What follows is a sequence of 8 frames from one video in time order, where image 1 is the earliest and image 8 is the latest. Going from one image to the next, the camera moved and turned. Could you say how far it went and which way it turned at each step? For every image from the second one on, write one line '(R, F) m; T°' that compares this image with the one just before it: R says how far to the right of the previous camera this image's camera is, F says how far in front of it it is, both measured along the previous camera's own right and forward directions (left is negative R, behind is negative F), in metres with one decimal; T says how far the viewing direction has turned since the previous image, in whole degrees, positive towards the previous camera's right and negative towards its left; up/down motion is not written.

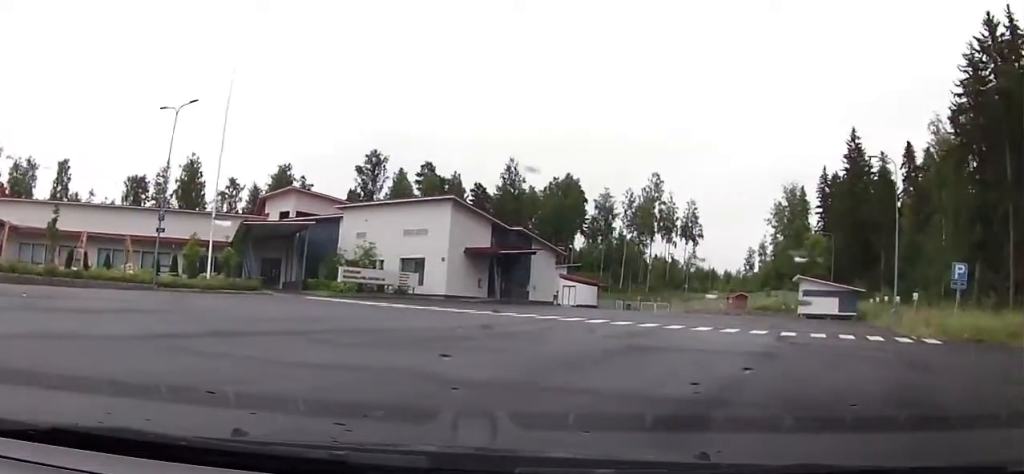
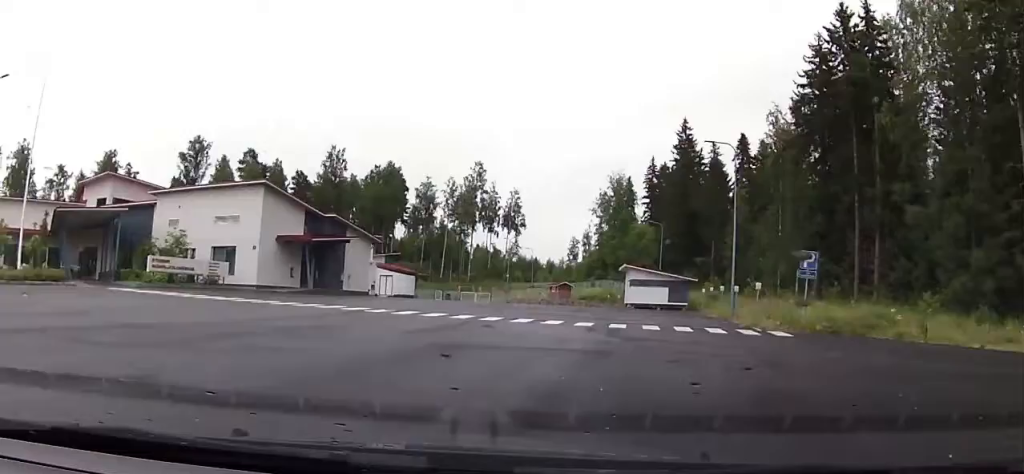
(-0.1, +2.2) m; +8°
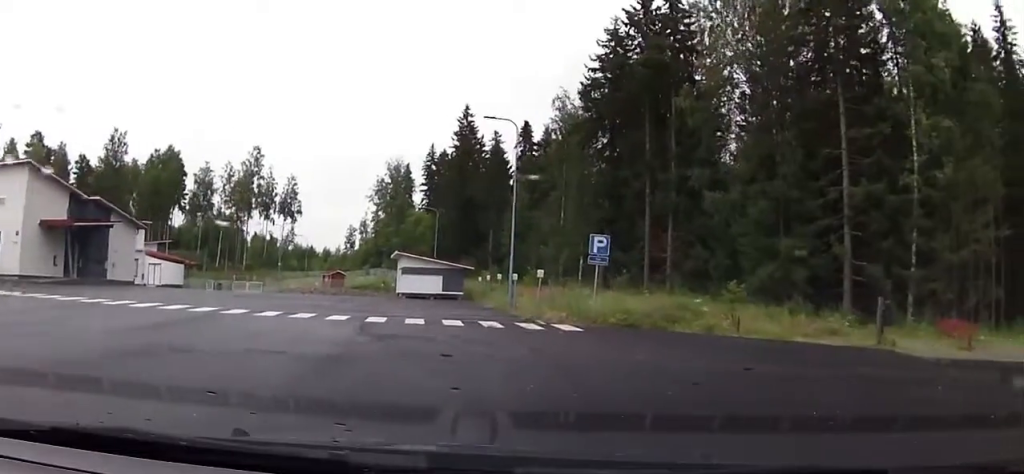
(+0.2, +2.9) m; +12°
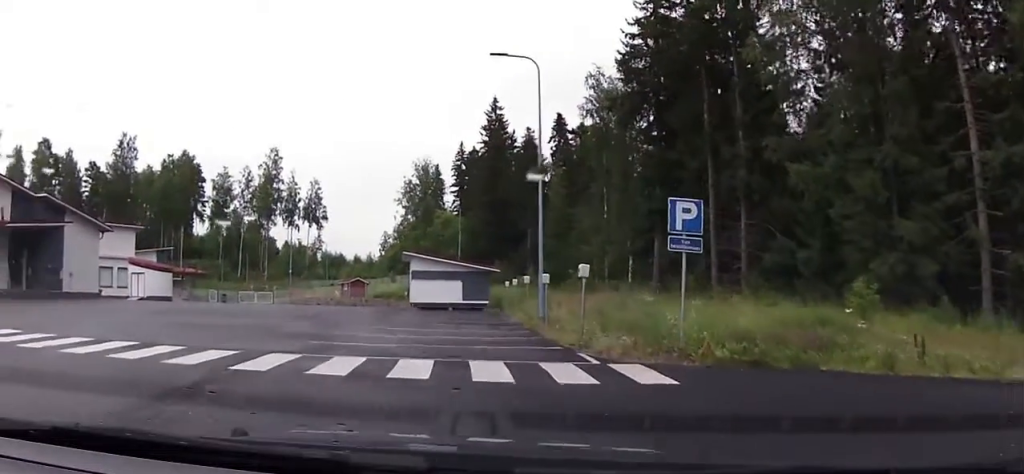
(+1.9, +9.0) m; +5°
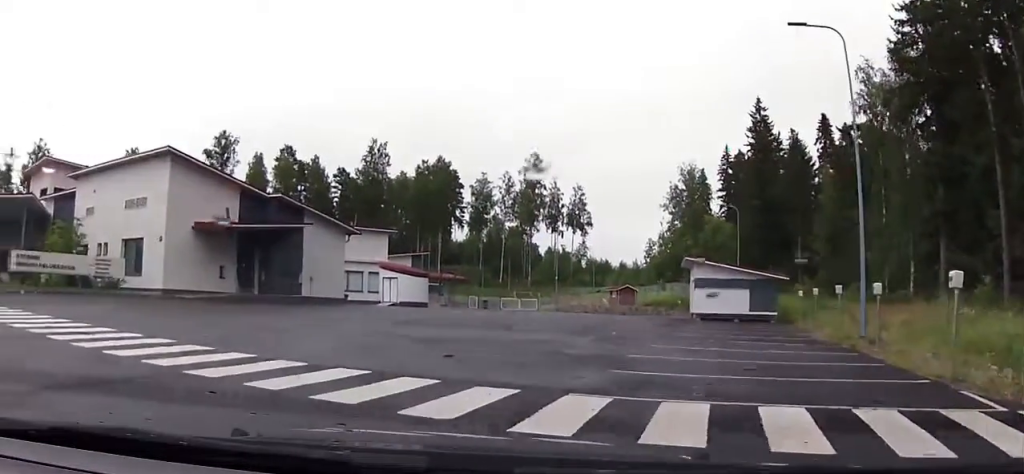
(-0.3, +3.5) m; -17°
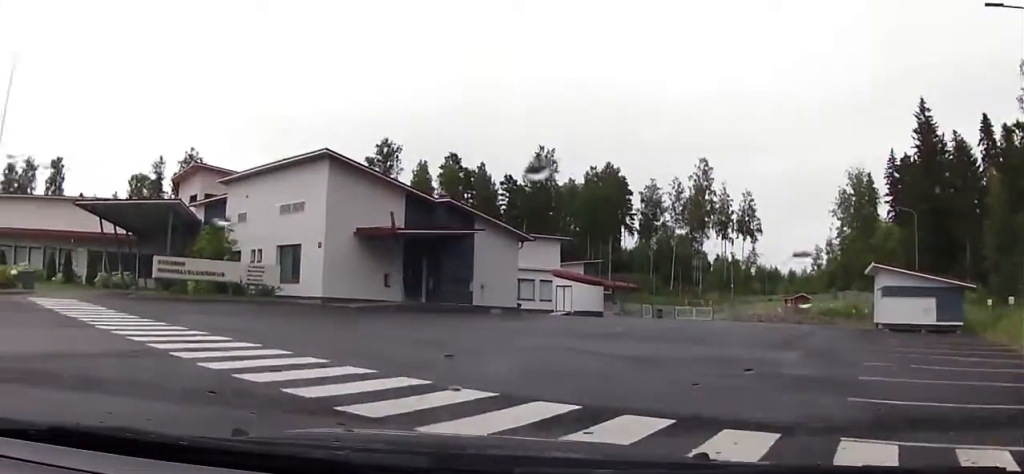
(-0.2, +2.1) m; -15°
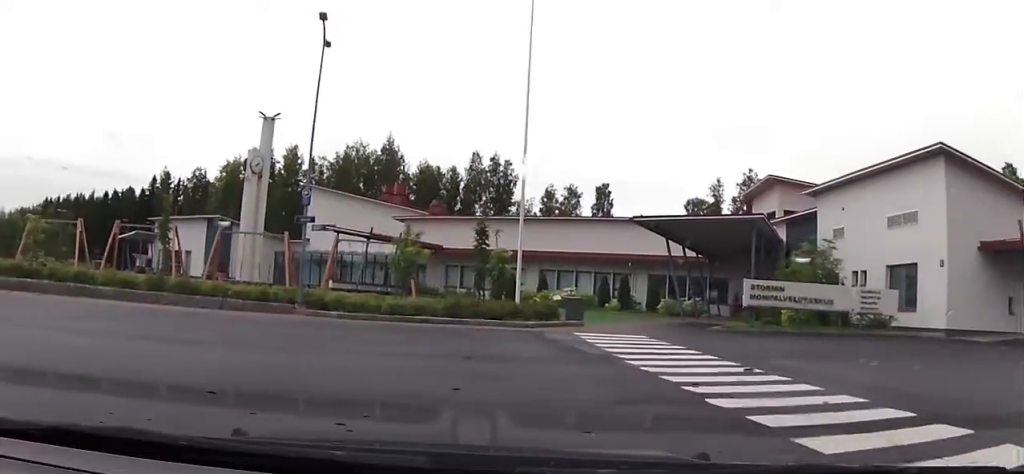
(-2.2, +6.6) m; -38°
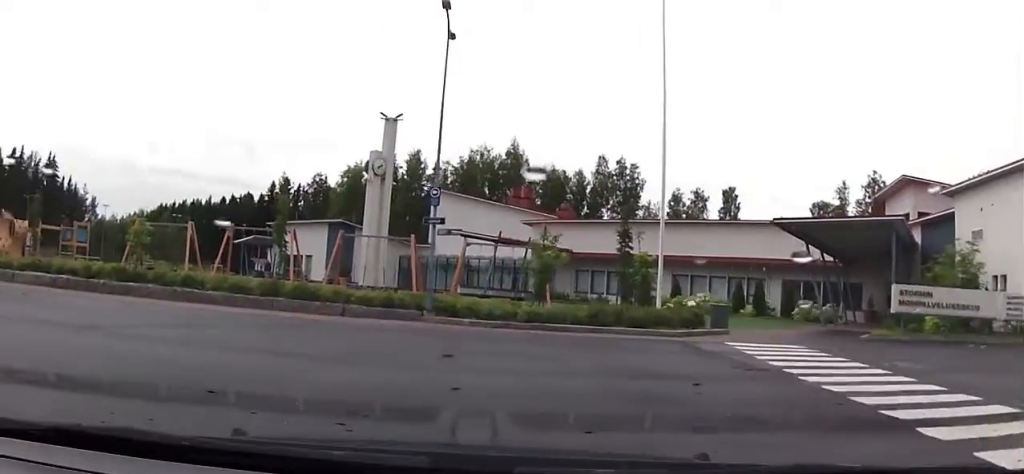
(-0.2, +1.3) m; -10°
